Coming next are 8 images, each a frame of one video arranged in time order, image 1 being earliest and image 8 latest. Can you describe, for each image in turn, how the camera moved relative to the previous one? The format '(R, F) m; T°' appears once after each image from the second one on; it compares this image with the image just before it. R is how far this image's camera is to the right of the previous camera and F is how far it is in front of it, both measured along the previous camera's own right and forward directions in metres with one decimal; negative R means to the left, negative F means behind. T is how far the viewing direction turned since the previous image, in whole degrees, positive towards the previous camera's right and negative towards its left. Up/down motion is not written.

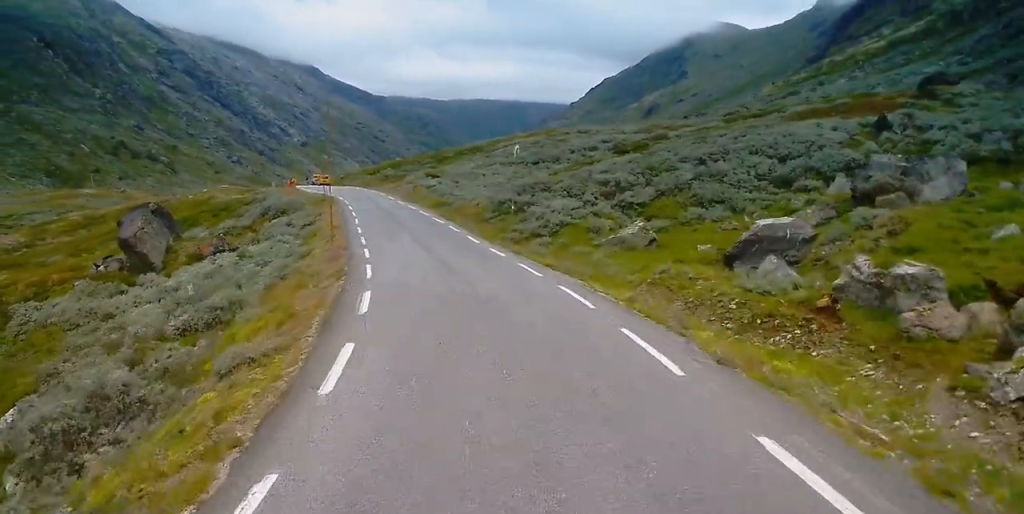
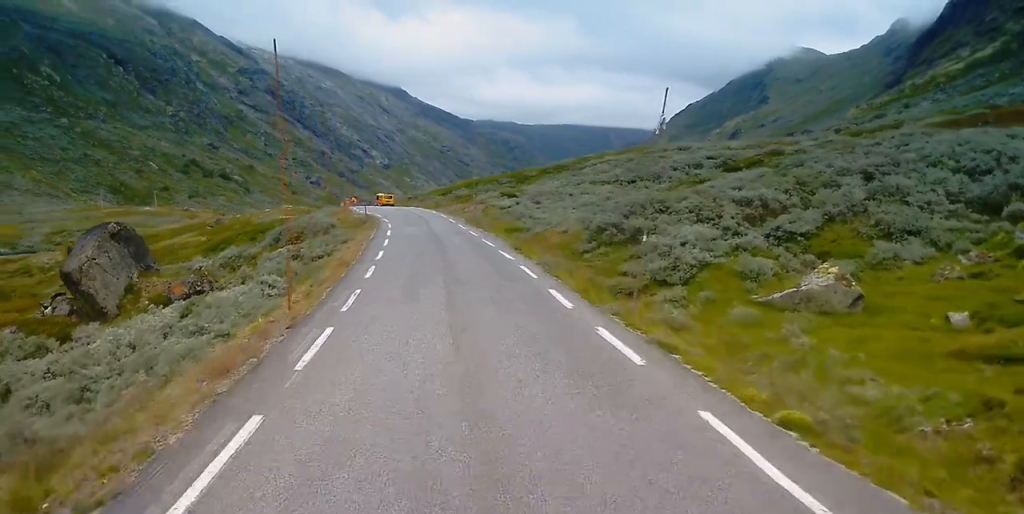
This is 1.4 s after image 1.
(-0.6, +16.1) m; -2°
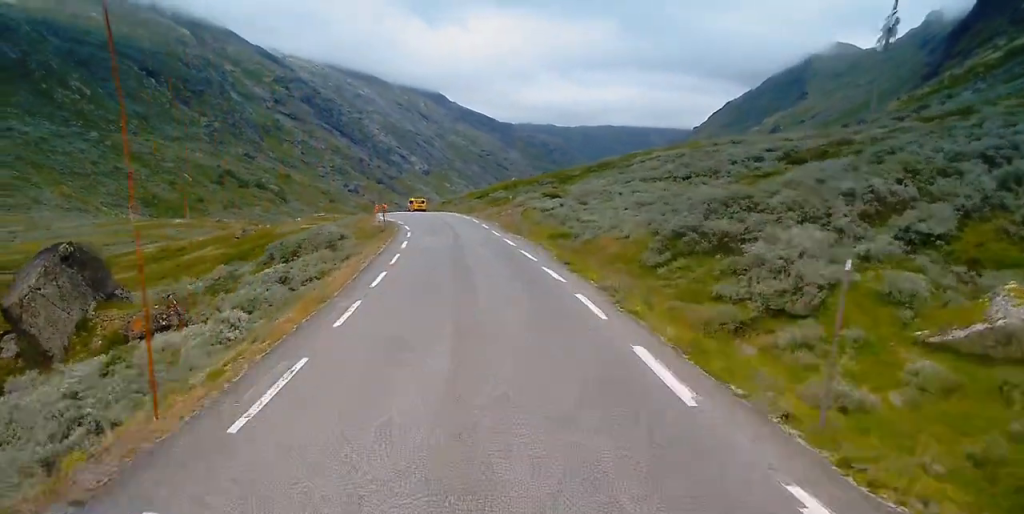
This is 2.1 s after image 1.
(0.0, +8.4) m; 0°
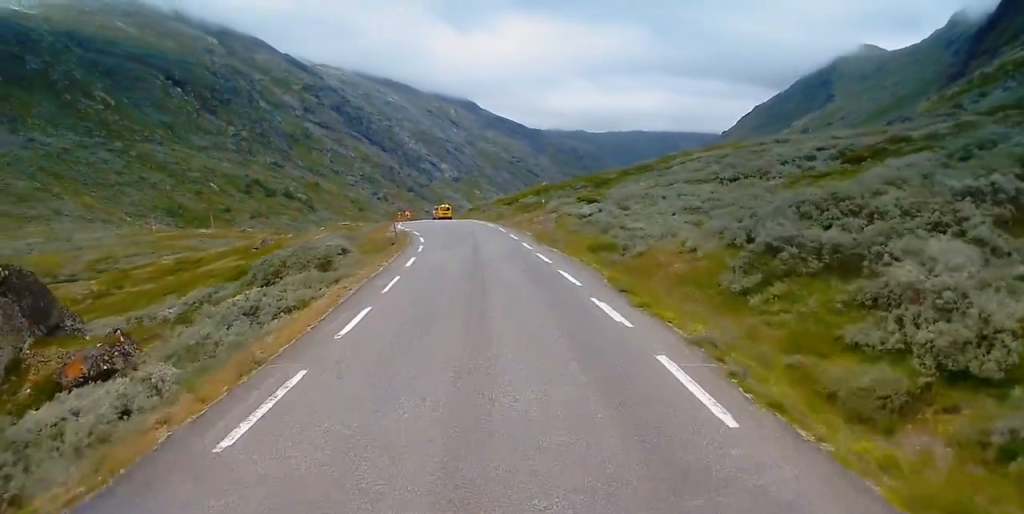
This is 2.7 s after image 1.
(0.0, +7.0) m; -1°
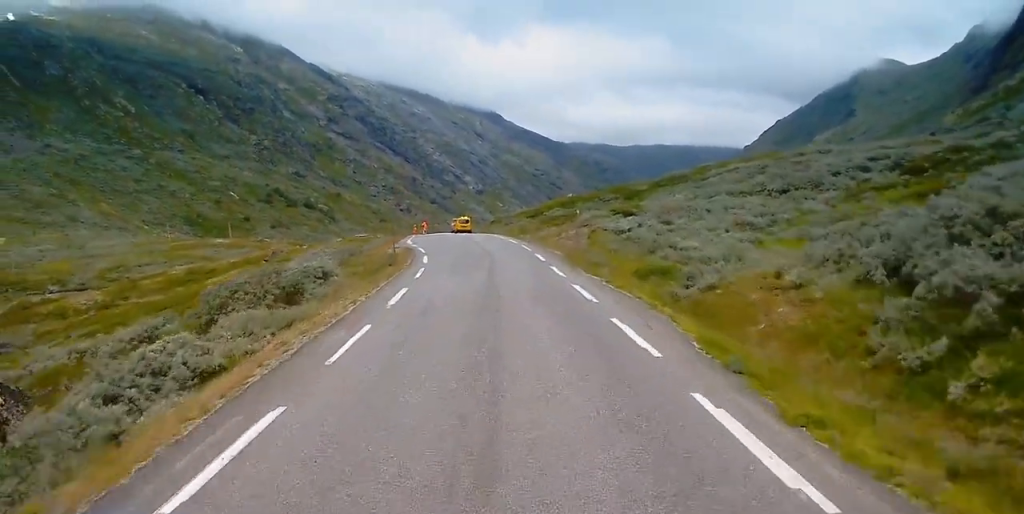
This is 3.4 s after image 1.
(-0.1, +7.7) m; -2°
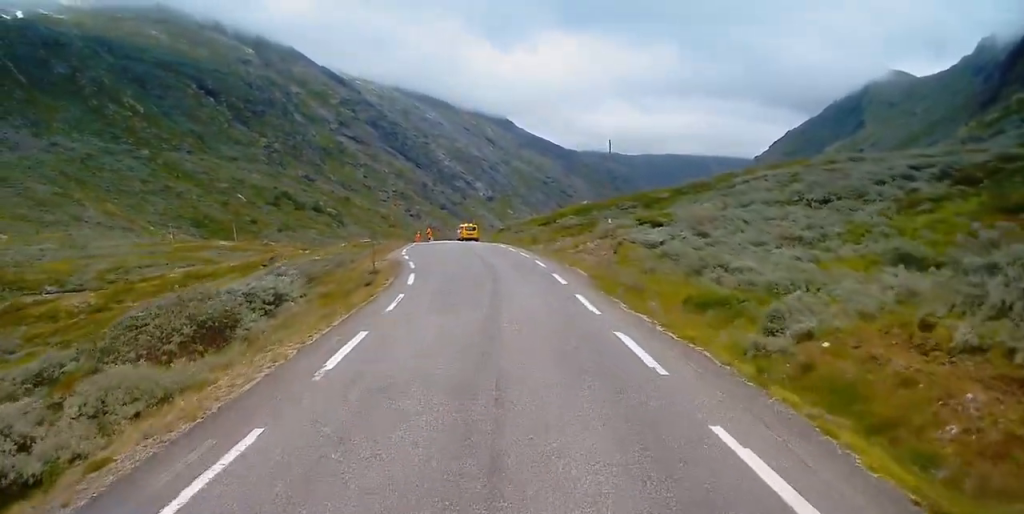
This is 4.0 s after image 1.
(-0.1, +6.9) m; -1°
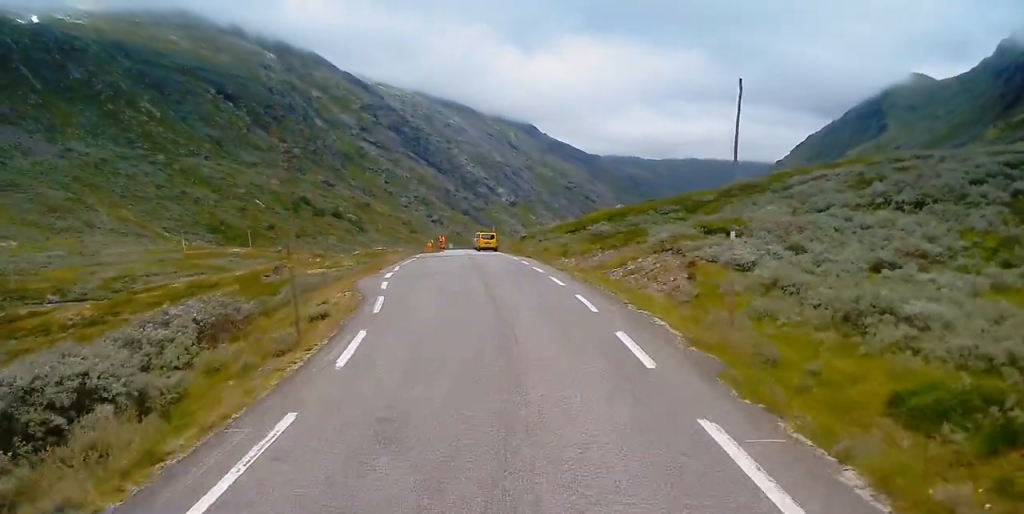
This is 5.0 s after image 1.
(-0.2, +11.0) m; -2°
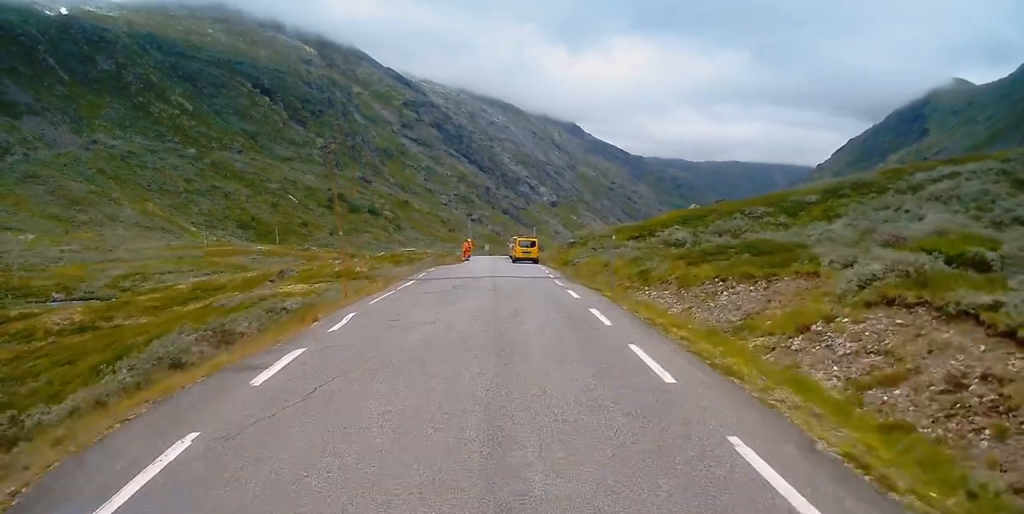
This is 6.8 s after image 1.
(-0.5, +17.1) m; -5°
